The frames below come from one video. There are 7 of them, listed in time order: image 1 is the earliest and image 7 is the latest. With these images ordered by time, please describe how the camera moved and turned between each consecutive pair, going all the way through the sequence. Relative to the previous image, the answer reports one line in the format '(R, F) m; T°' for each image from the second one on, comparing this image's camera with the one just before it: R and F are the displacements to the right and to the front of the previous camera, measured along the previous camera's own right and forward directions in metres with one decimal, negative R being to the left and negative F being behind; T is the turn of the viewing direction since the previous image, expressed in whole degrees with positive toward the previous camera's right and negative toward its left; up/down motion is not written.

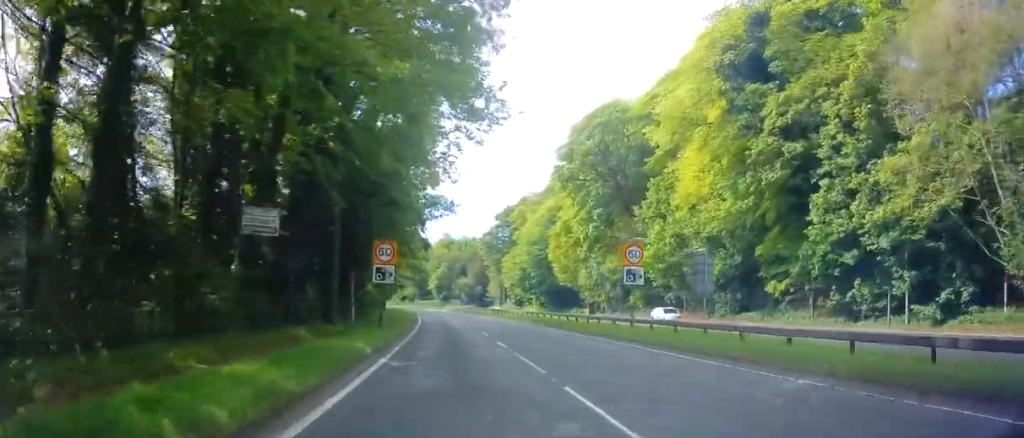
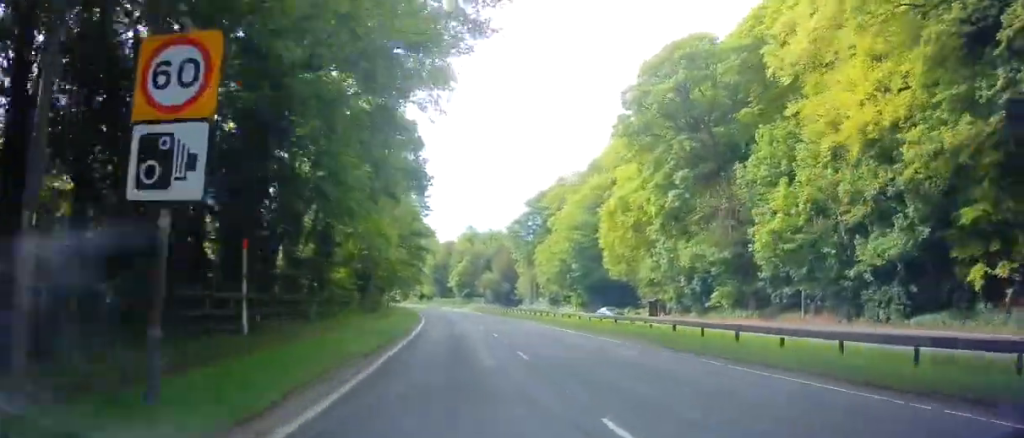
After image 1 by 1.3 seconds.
(0.0, +21.2) m; -1°
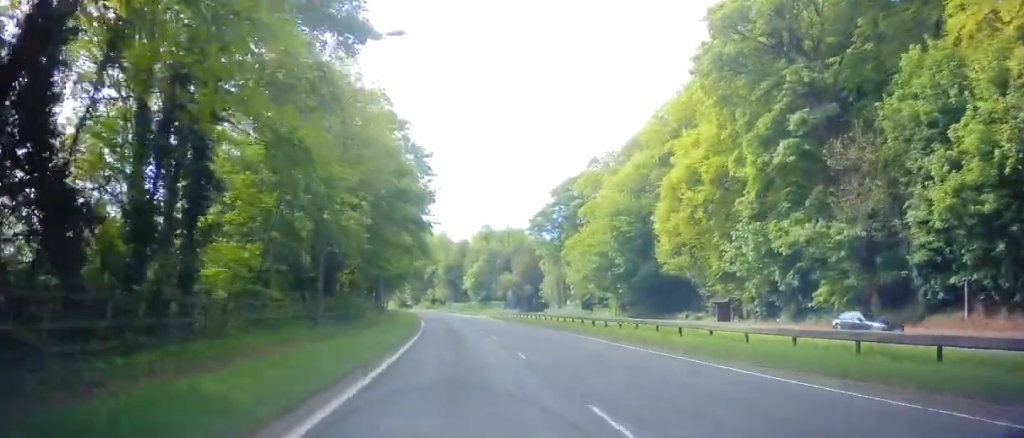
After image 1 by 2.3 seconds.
(-0.2, +17.0) m; -2°
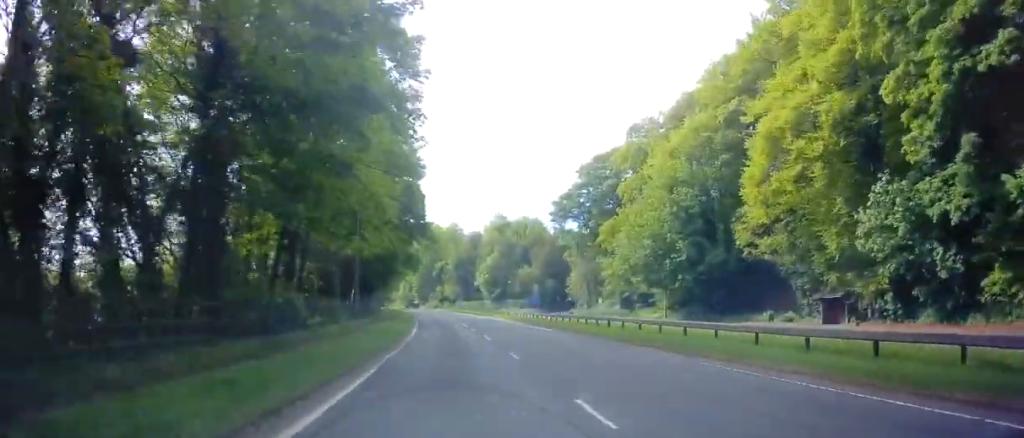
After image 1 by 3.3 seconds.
(-0.4, +17.0) m; -4°
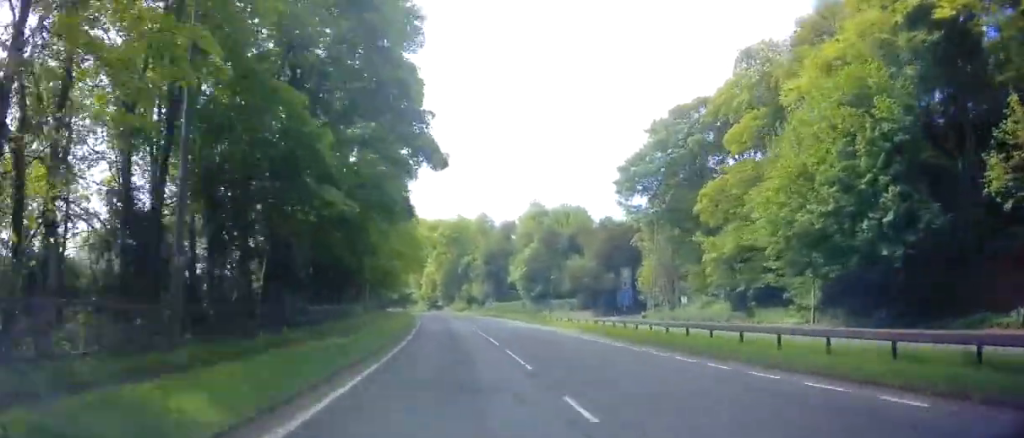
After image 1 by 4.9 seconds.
(-1.1, +25.5) m; -3°
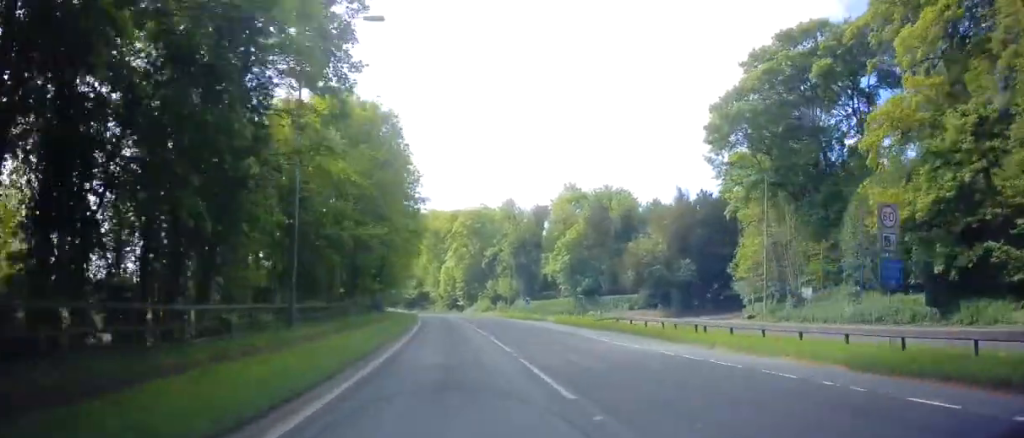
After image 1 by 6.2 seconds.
(0.0, +22.5) m; 0°
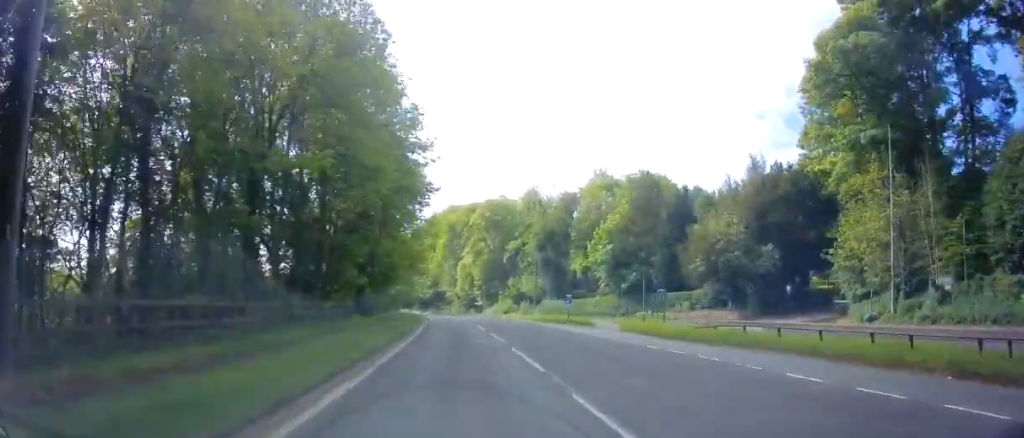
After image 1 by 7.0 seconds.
(0.0, +14.7) m; -1°
